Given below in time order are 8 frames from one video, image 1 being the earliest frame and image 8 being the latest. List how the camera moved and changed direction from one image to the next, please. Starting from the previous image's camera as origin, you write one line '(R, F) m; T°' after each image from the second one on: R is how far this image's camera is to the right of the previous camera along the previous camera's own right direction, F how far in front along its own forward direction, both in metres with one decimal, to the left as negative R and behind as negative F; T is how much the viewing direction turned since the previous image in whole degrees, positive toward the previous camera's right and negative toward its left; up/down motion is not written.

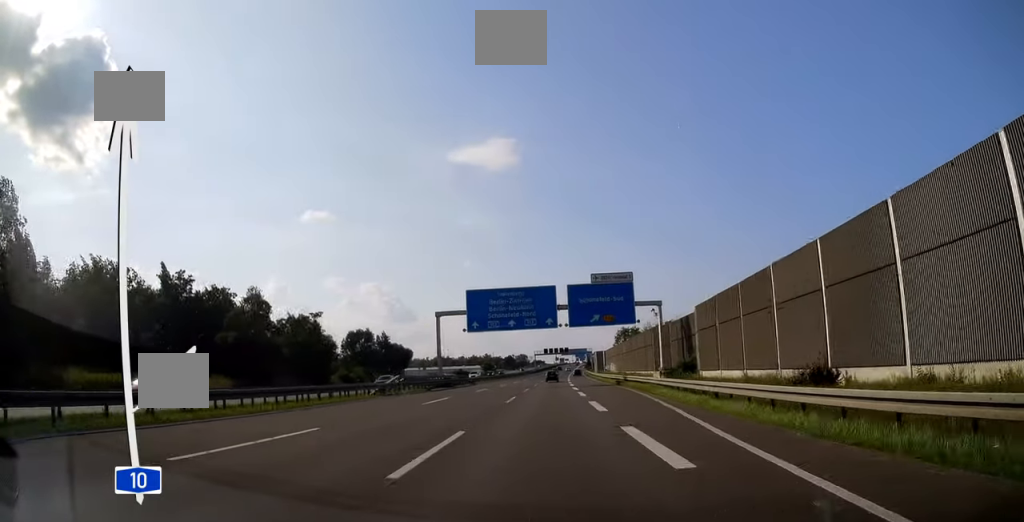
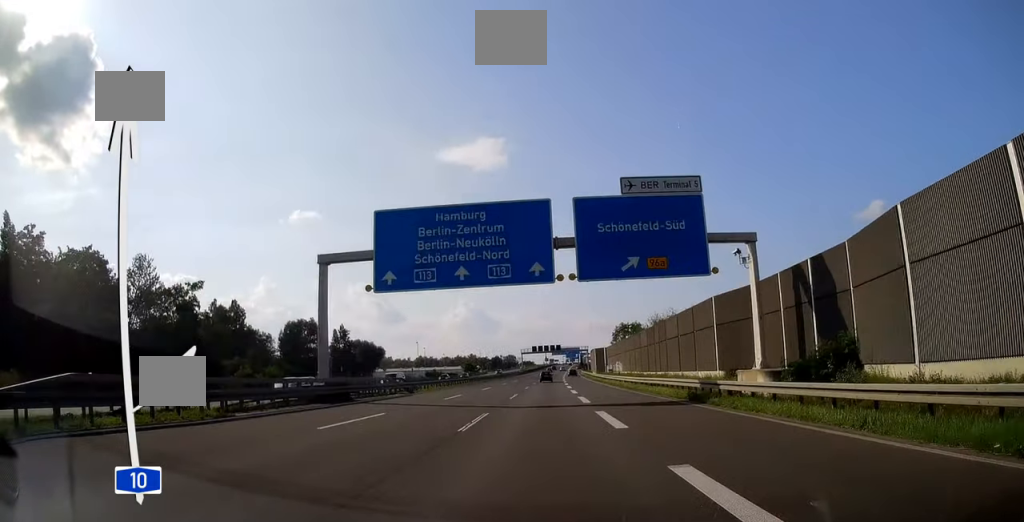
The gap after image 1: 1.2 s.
(+0.2, +29.3) m; +1°
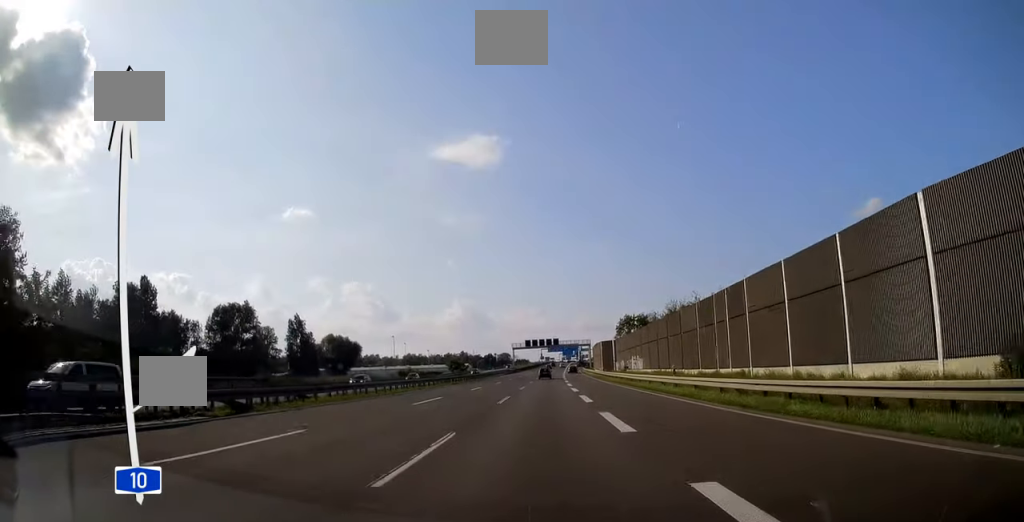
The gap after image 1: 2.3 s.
(0.0, +25.4) m; 0°
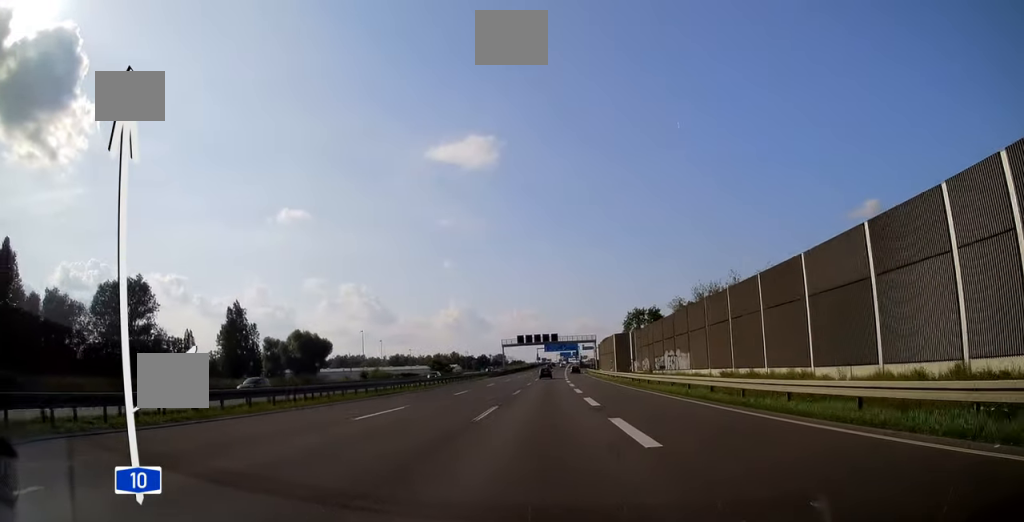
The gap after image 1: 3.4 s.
(+0.2, +26.0) m; +1°
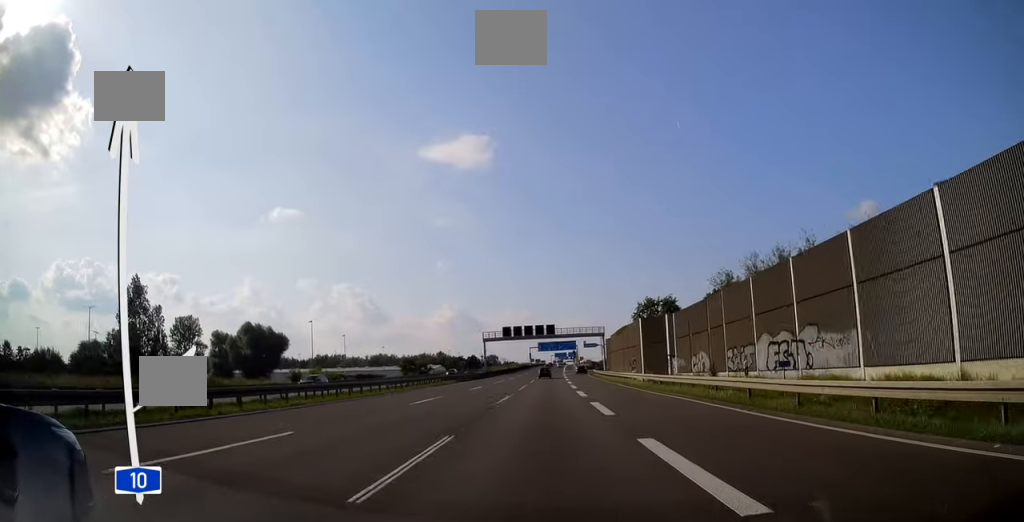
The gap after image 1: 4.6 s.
(+0.2, +28.8) m; +1°
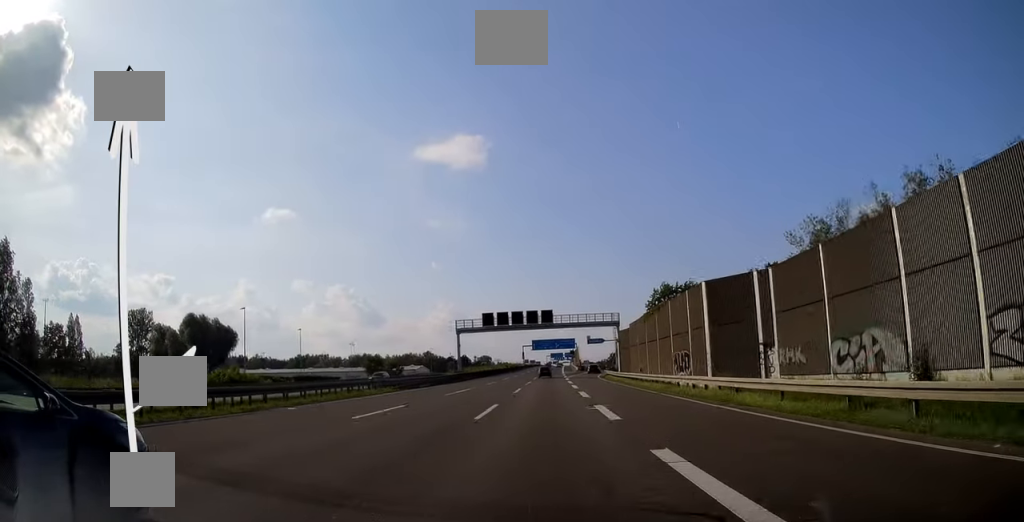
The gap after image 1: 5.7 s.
(+0.1, +25.7) m; +1°
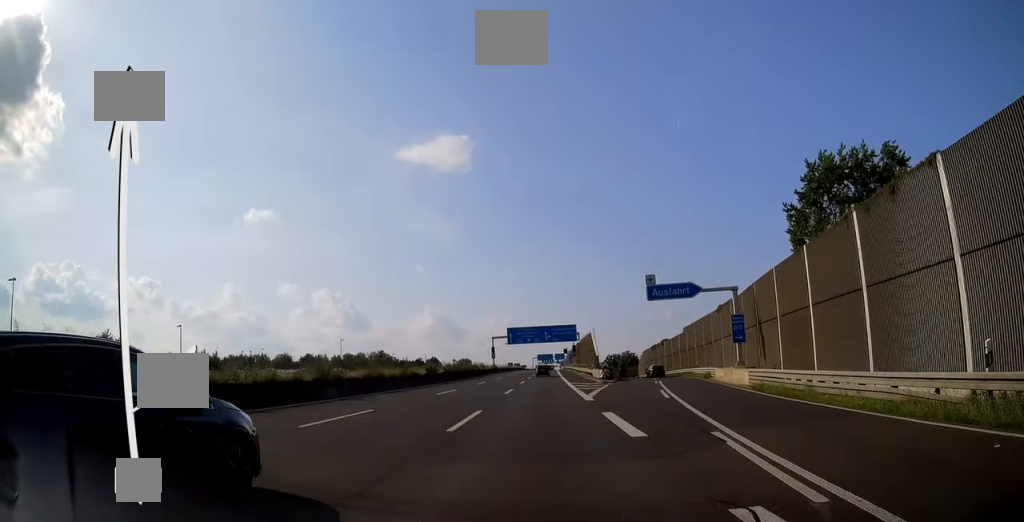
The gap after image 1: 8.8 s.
(+0.7, +75.4) m; +1°
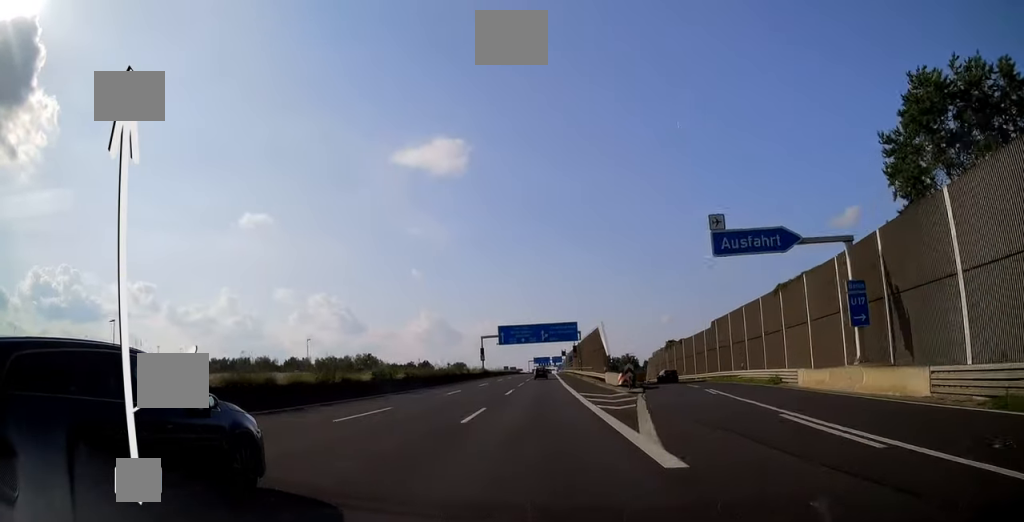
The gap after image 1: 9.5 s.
(+0.1, +15.2) m; 0°
